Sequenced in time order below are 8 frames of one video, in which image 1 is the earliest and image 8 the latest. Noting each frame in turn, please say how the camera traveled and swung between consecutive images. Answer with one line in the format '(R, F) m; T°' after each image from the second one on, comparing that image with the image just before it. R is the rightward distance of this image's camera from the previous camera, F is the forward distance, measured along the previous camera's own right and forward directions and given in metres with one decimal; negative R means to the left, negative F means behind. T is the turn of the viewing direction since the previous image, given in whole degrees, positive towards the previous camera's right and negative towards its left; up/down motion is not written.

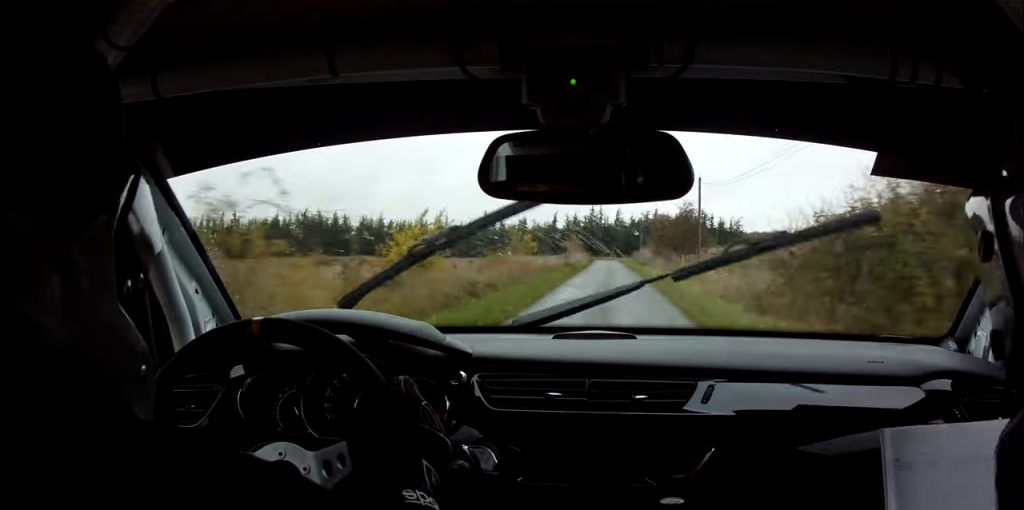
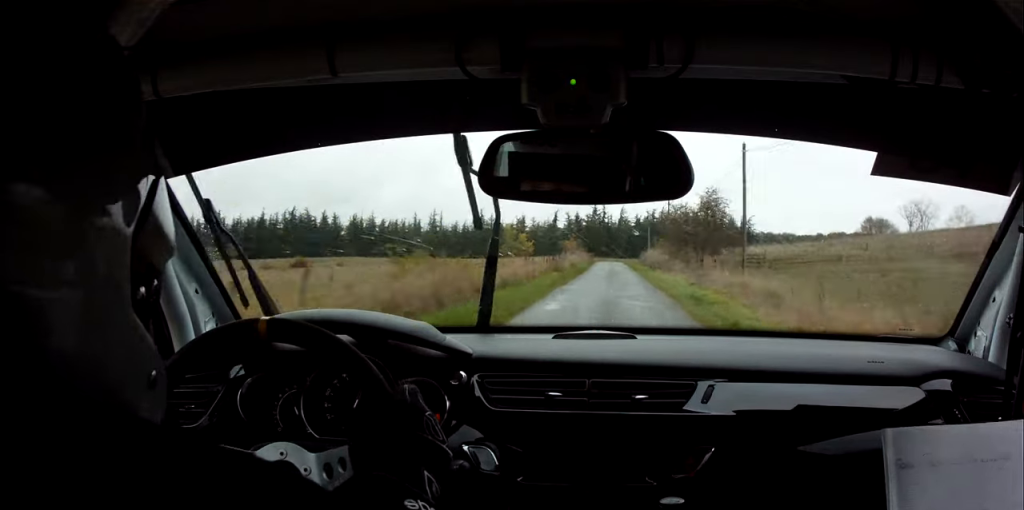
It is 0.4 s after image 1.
(0.0, +14.4) m; 0°
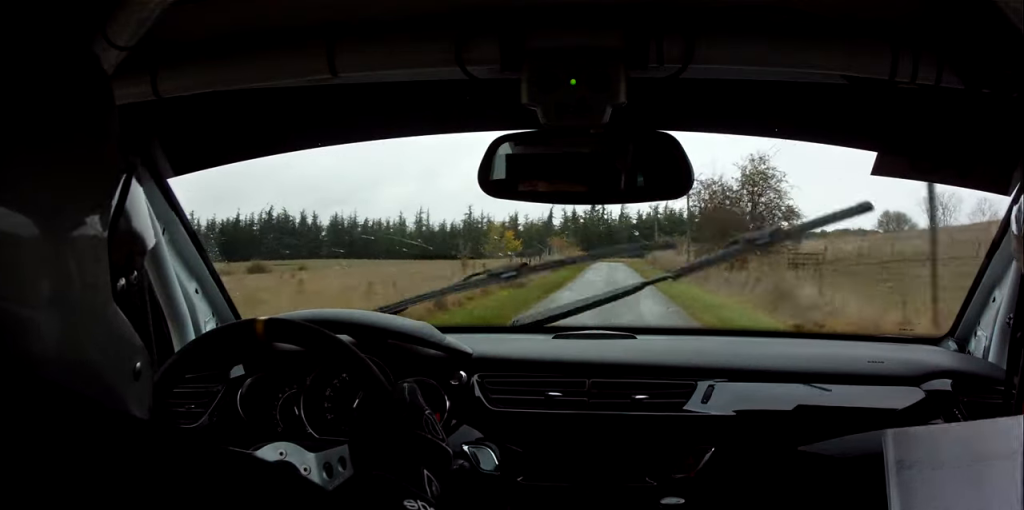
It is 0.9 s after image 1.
(0.0, +18.1) m; 0°
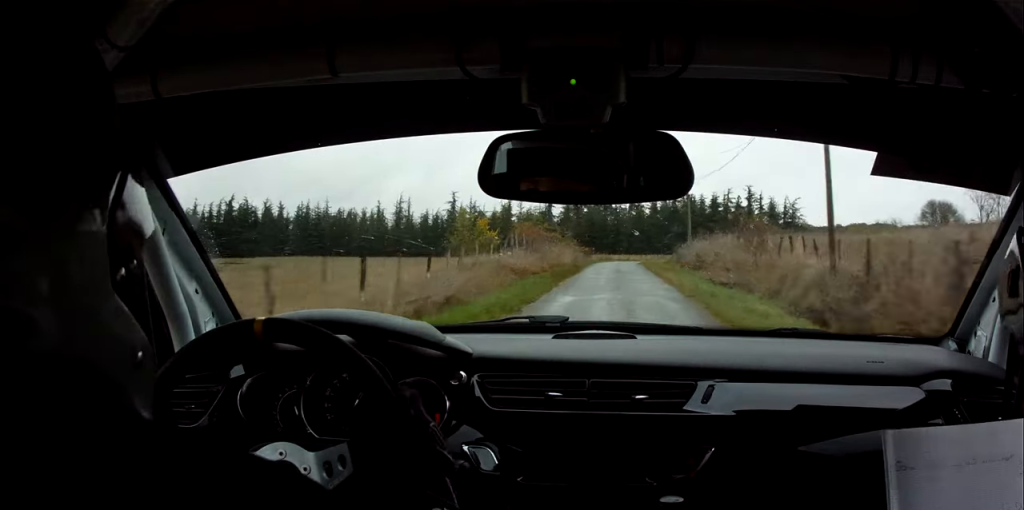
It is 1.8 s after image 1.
(0.0, +30.6) m; 0°
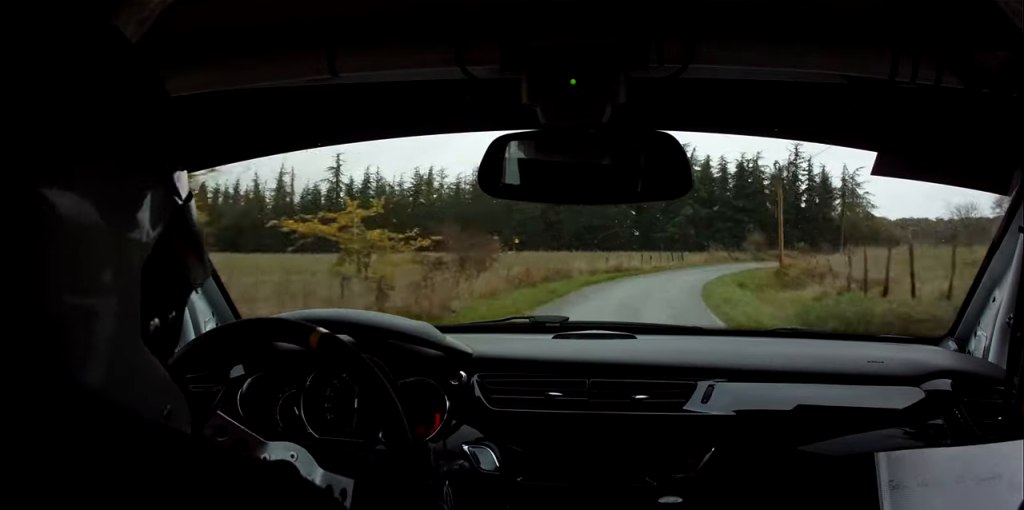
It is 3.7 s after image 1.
(+1.2, +60.9) m; +6°
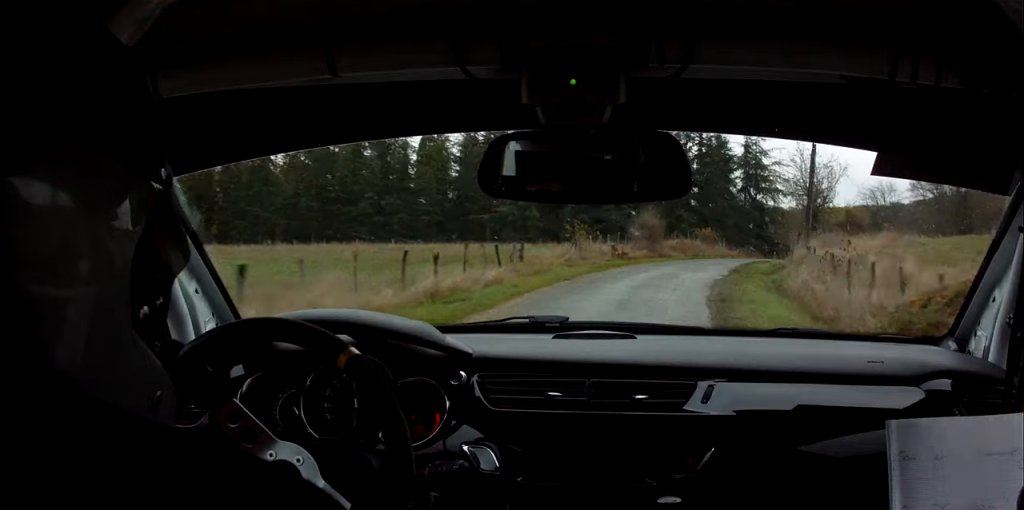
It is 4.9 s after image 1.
(+2.5, +33.7) m; +11°
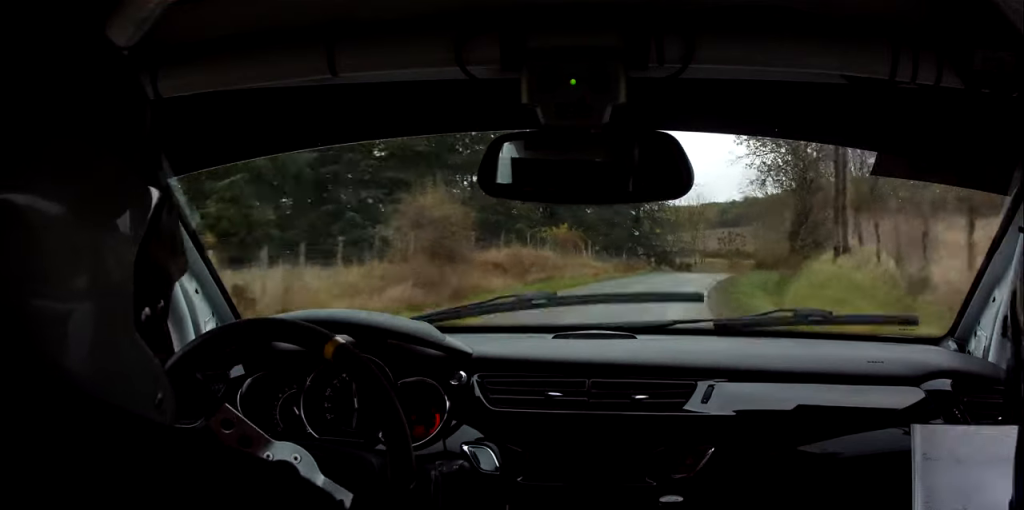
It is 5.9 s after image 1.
(+2.3, +25.8) m; +9°
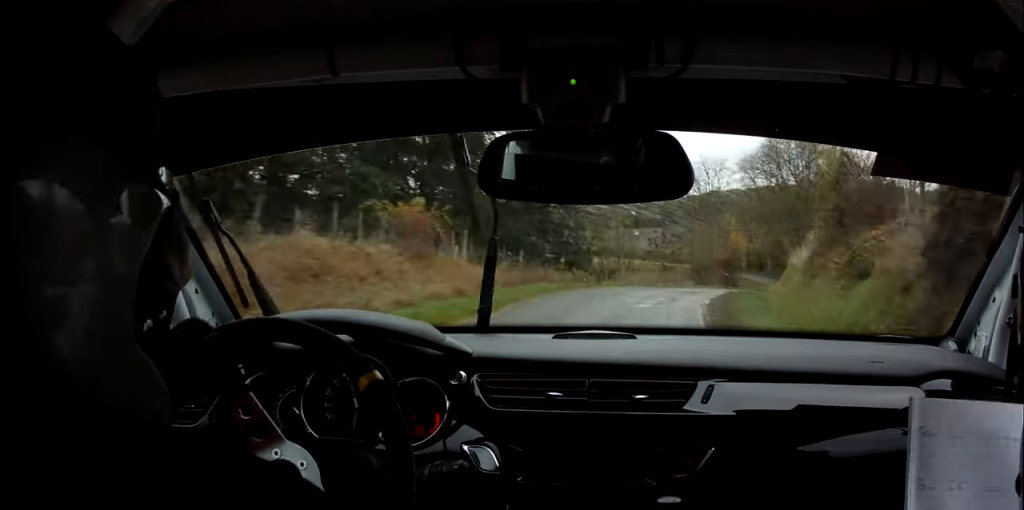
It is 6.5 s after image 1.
(+0.8, +14.6) m; +5°
